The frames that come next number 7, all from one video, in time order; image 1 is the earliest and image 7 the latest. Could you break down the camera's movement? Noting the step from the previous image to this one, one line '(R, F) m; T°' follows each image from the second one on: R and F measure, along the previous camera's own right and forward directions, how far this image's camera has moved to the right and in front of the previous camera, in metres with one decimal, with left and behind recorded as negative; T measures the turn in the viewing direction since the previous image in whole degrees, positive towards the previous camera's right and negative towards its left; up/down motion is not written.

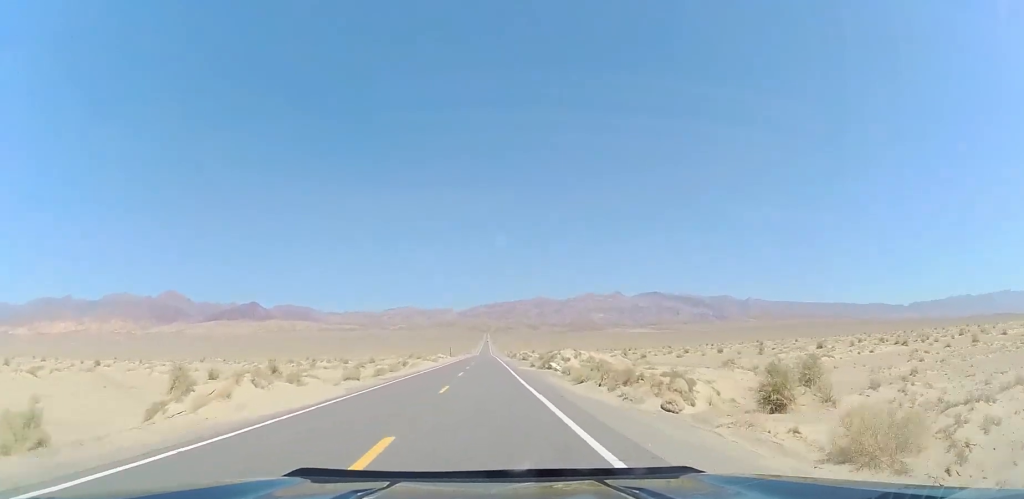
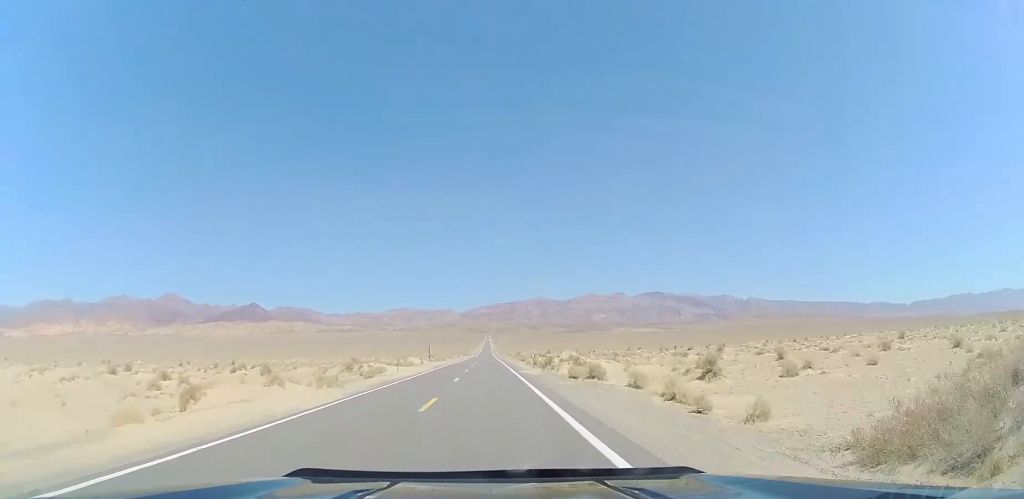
(0.0, +49.9) m; 0°
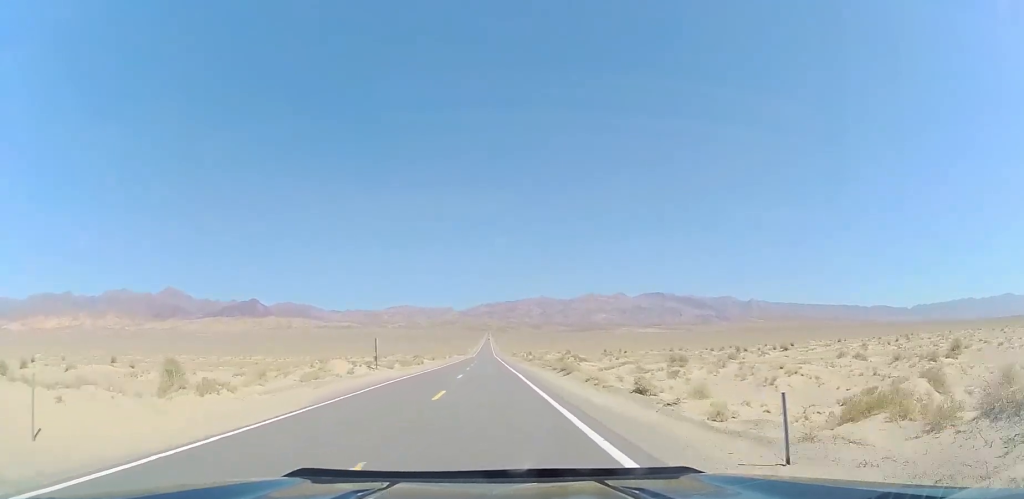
(0.0, +40.9) m; 0°
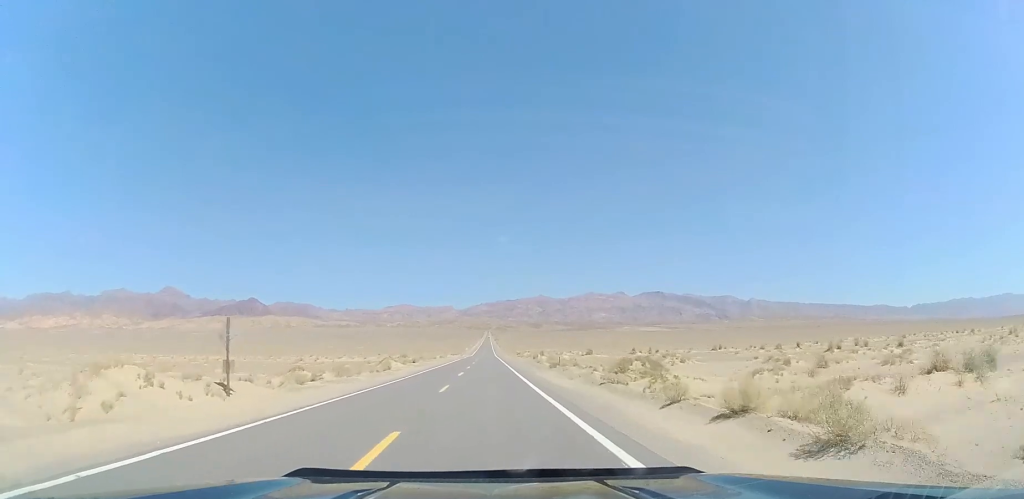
(0.0, +26.1) m; 0°
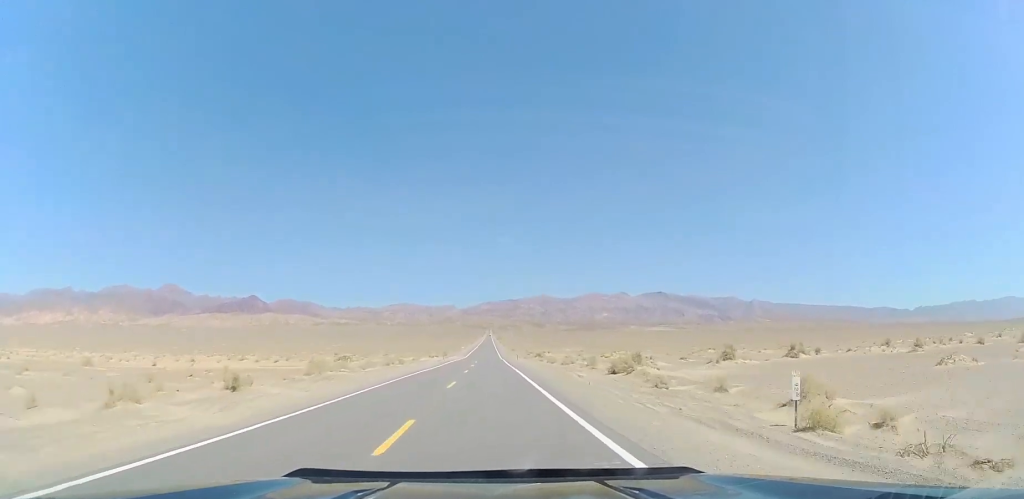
(0.0, +56.8) m; 0°
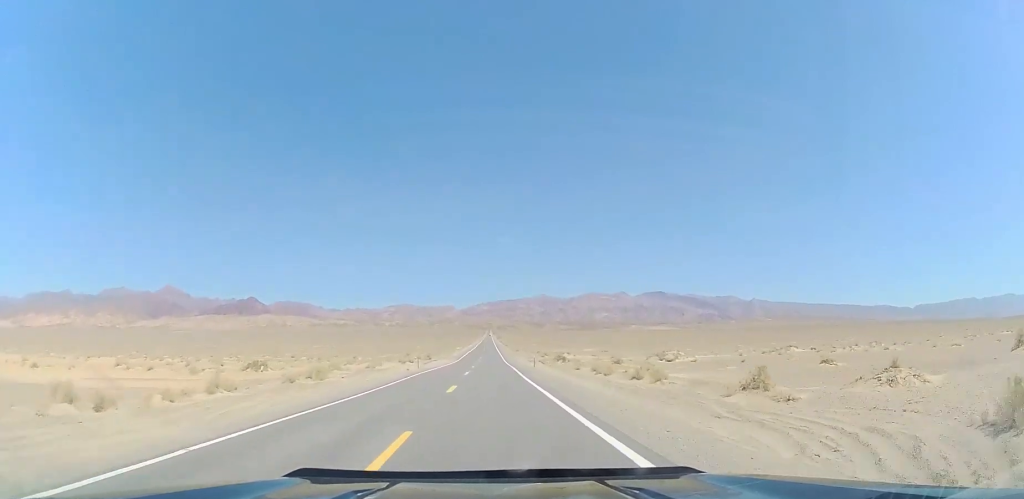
(0.0, +30.7) m; 0°
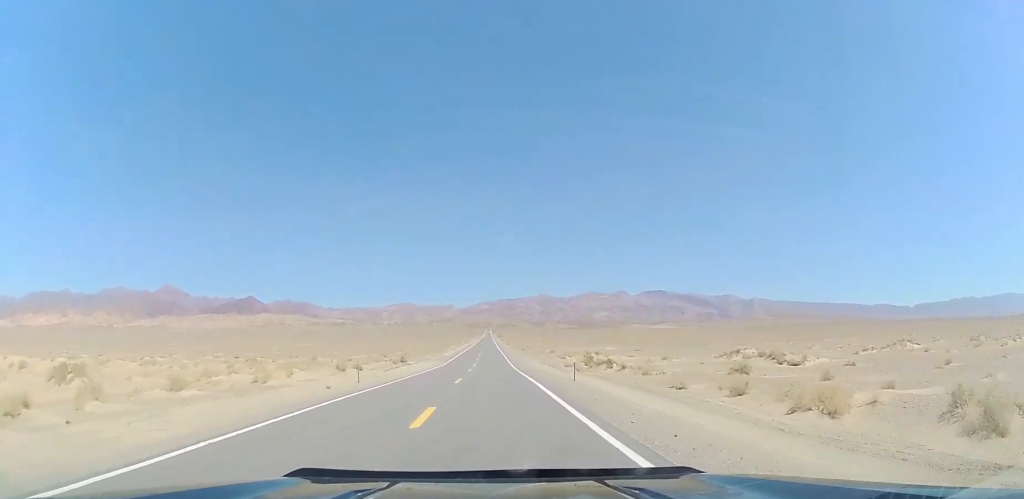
(0.0, +25.0) m; 0°
